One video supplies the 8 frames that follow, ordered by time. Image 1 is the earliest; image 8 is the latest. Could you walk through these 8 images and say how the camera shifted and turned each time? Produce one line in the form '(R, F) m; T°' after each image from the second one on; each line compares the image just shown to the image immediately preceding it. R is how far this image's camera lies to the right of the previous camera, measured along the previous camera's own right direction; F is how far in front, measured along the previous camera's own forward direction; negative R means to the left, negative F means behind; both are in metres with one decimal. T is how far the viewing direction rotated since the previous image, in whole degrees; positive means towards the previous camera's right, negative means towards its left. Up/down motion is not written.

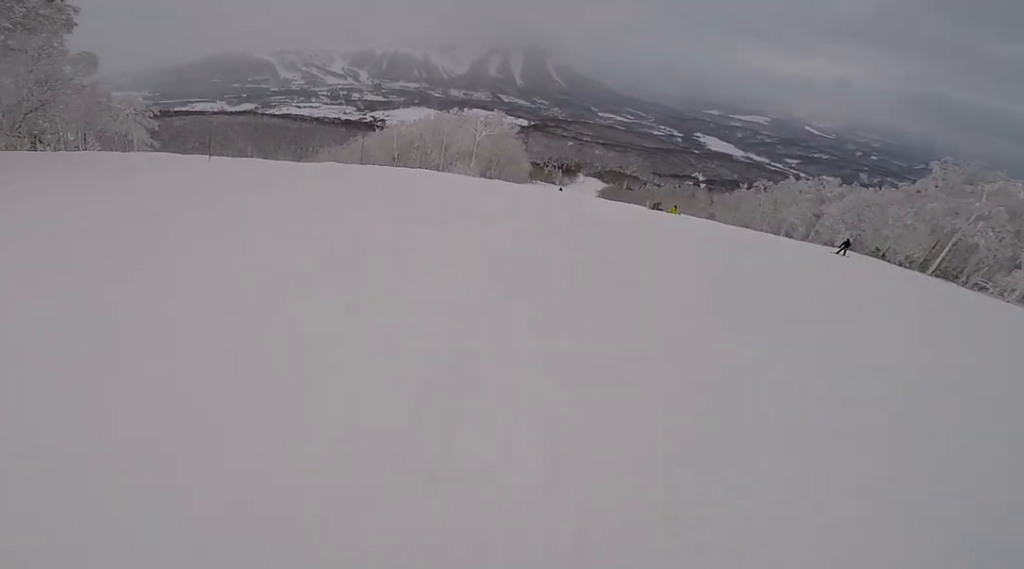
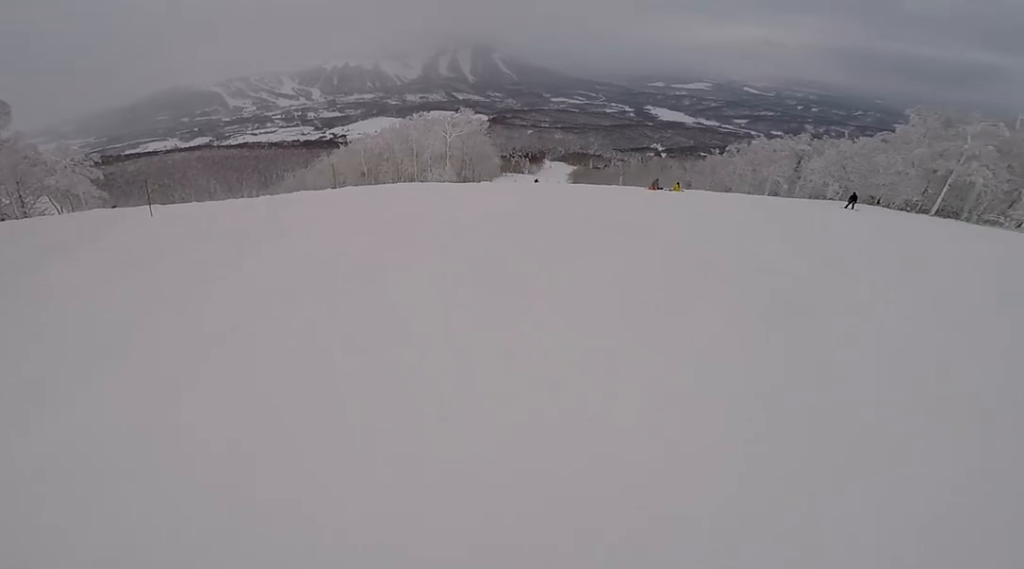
(-0.7, +4.0) m; -5°
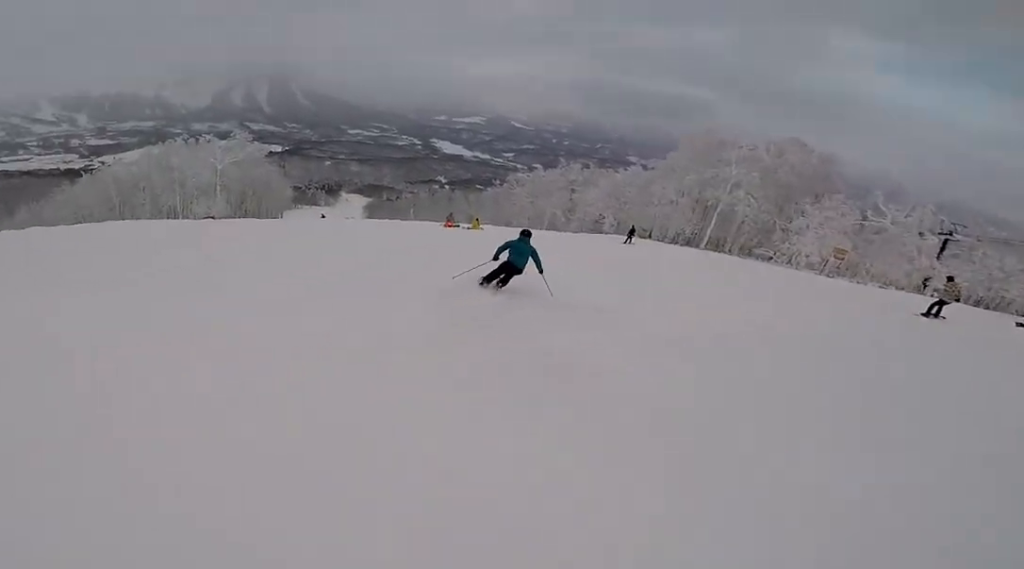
(+1.2, +10.2) m; +18°
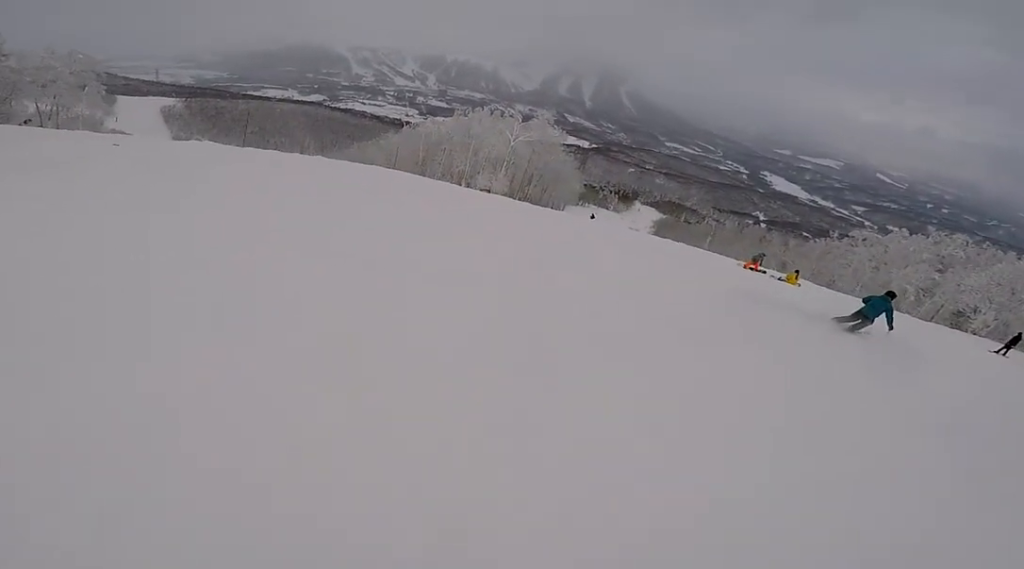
(+0.6, +4.8) m; +6°
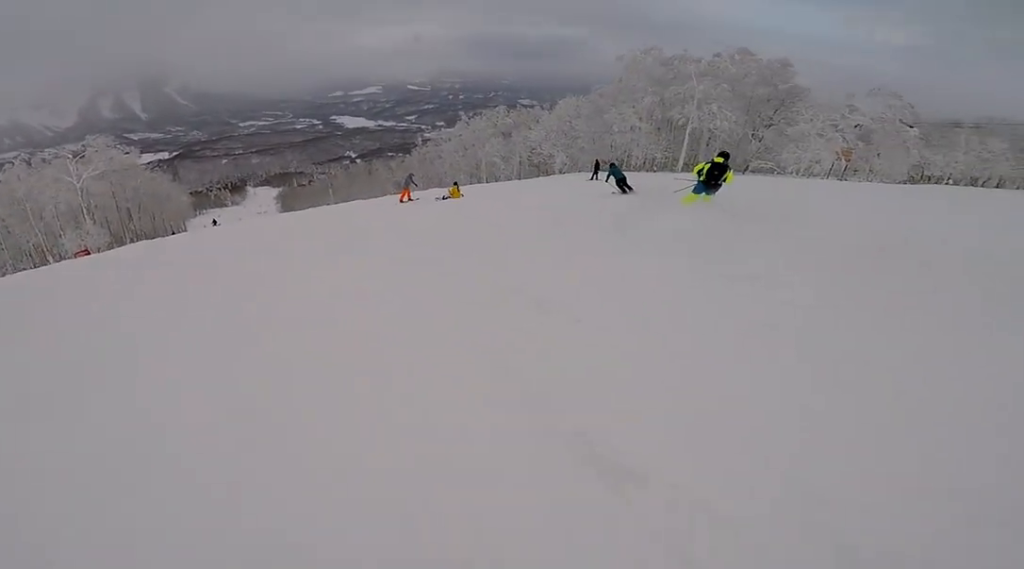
(0.0, +5.6) m; +2°
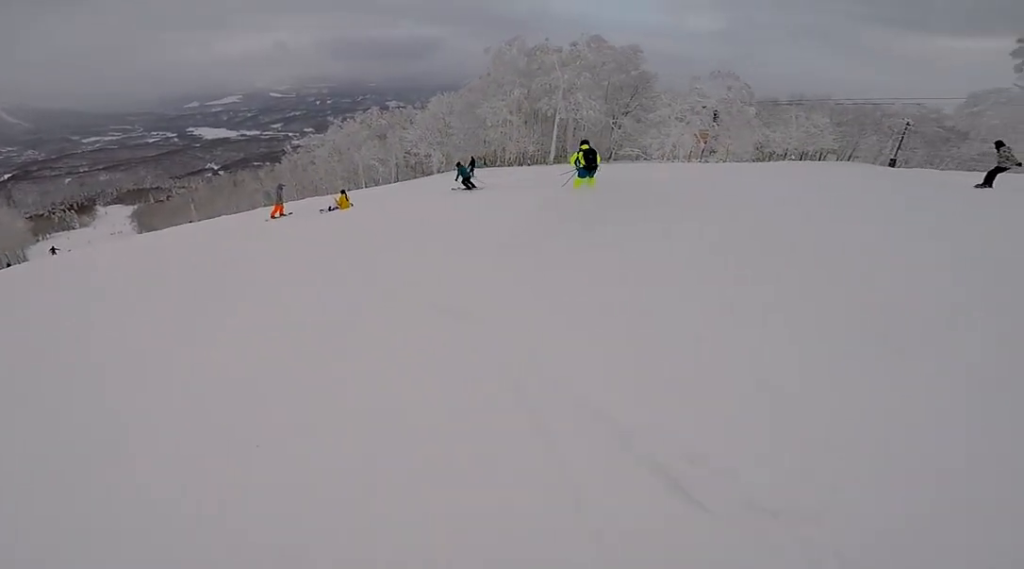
(-0.1, +2.7) m; +4°
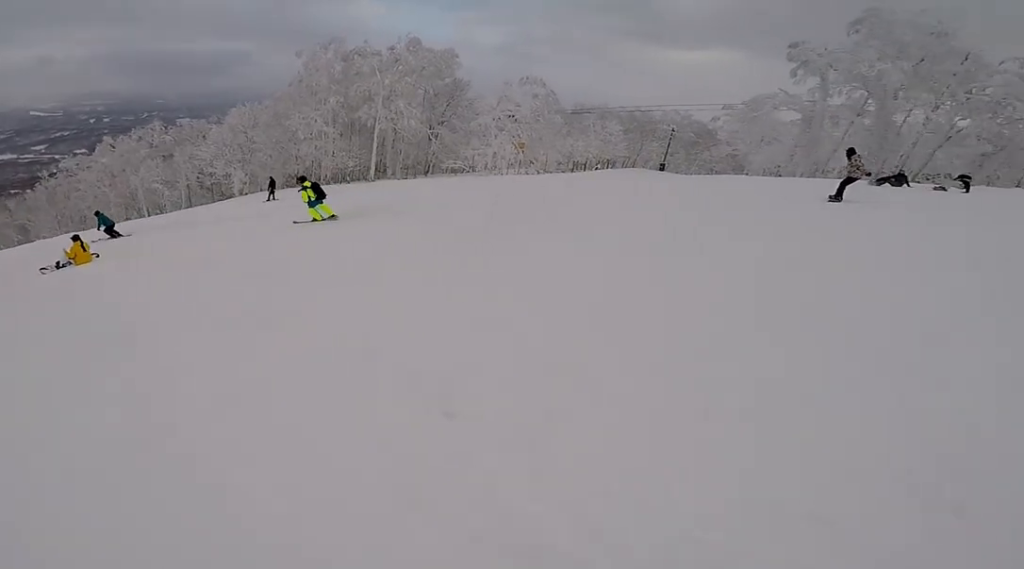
(+0.5, +5.1) m; +17°
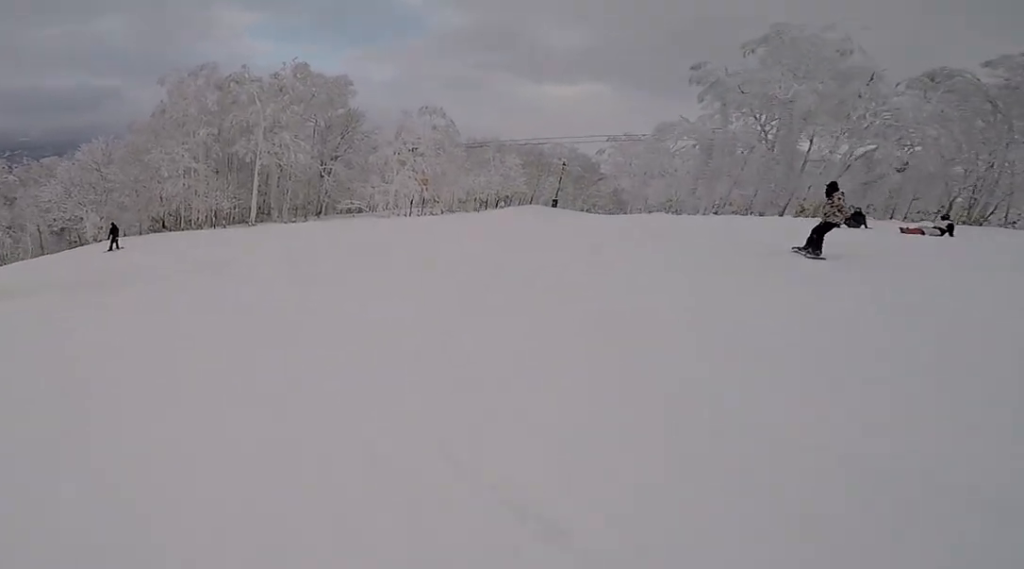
(+0.6, +4.3) m; +20°
